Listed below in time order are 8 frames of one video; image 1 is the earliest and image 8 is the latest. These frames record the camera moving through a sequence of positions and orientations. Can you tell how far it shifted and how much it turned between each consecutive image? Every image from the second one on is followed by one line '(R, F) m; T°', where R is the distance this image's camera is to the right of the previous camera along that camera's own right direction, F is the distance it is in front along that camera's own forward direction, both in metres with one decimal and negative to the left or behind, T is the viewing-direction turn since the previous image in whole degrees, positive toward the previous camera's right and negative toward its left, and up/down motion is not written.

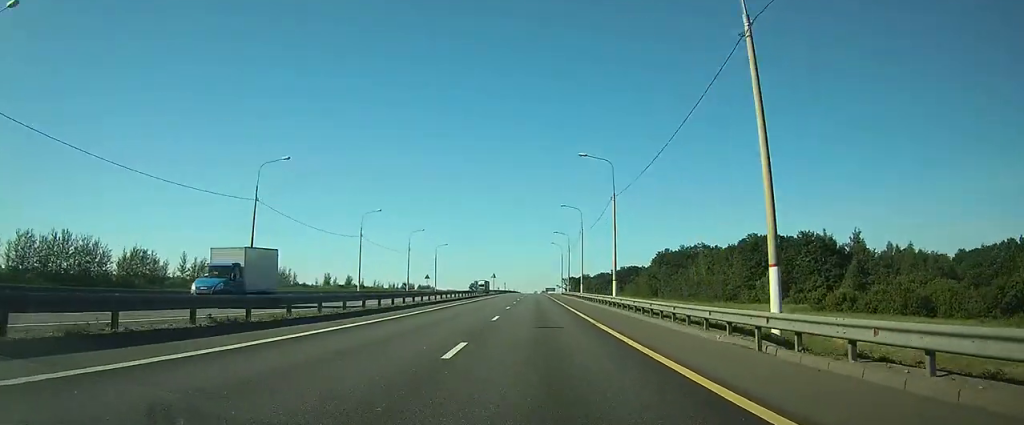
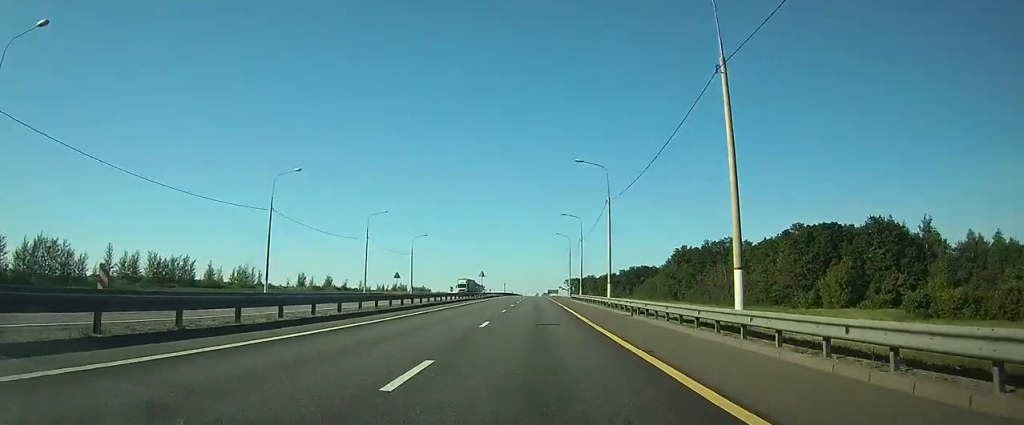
(0.0, +27.8) m; 0°
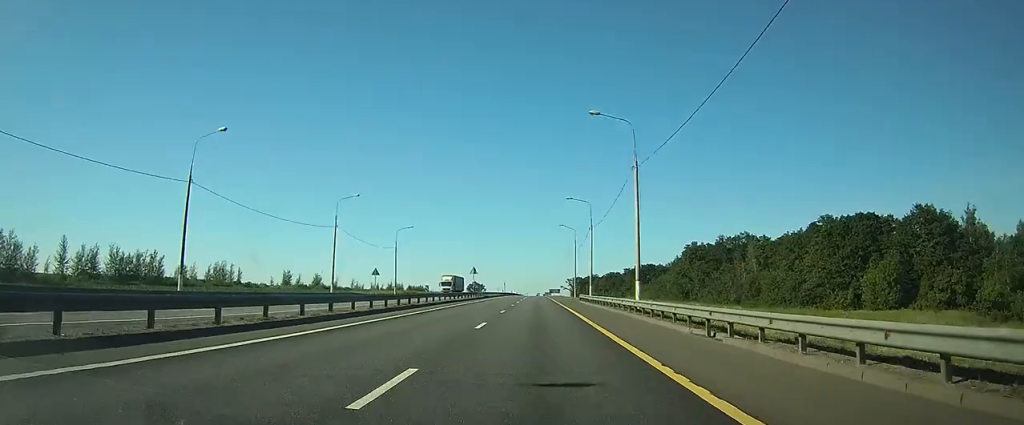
(0.0, +13.3) m; 0°
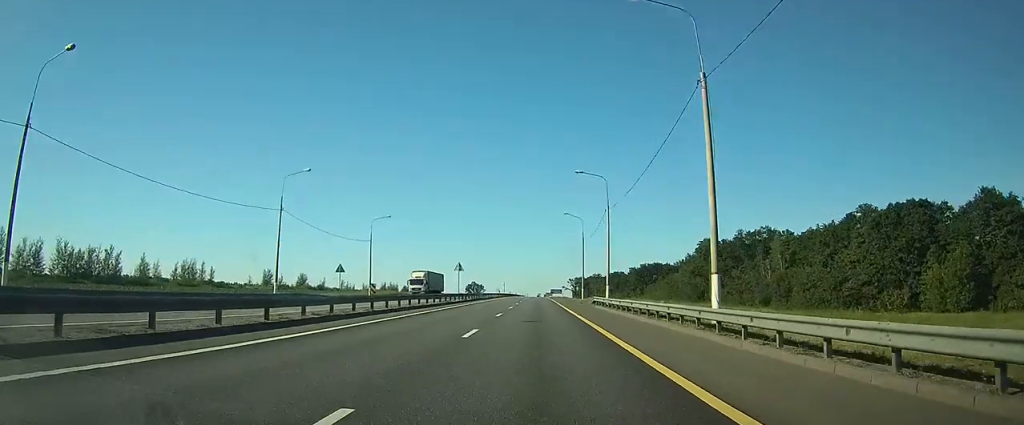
(0.0, +15.1) m; 0°
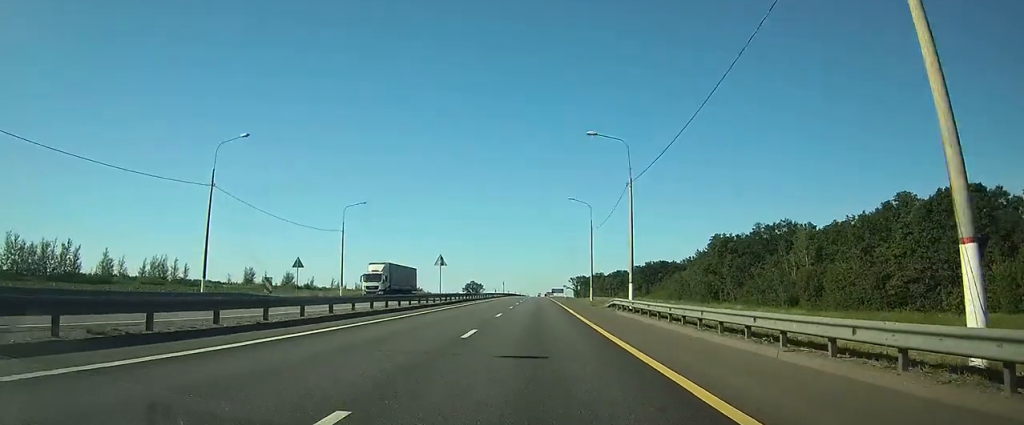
(0.0, +12.2) m; 0°
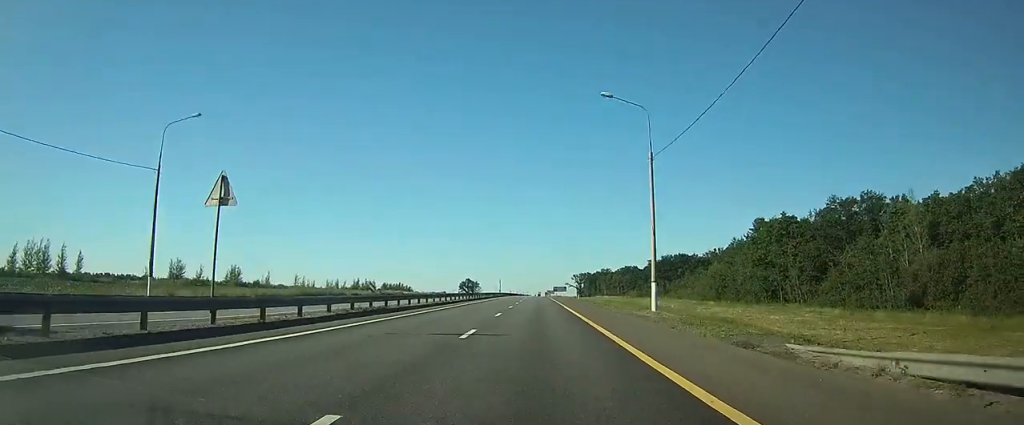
(0.0, +36.2) m; 0°
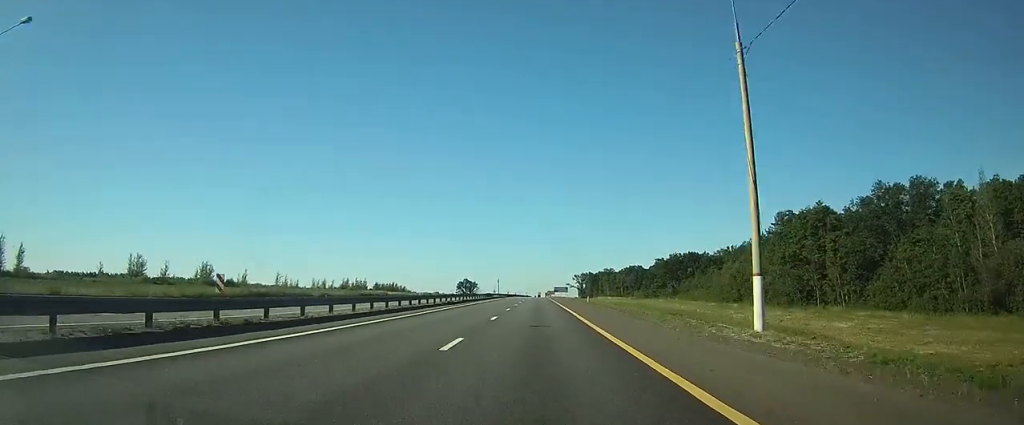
(0.0, +14.7) m; 0°
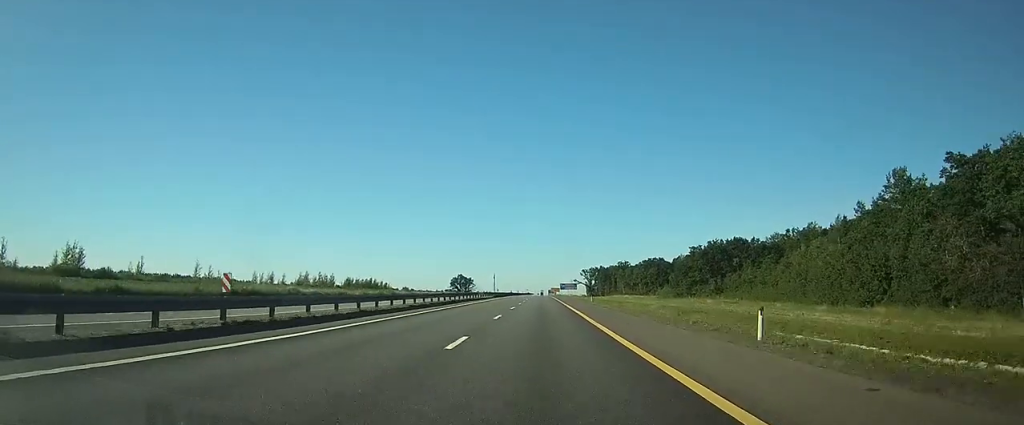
(-0.1, +47.3) m; 0°
